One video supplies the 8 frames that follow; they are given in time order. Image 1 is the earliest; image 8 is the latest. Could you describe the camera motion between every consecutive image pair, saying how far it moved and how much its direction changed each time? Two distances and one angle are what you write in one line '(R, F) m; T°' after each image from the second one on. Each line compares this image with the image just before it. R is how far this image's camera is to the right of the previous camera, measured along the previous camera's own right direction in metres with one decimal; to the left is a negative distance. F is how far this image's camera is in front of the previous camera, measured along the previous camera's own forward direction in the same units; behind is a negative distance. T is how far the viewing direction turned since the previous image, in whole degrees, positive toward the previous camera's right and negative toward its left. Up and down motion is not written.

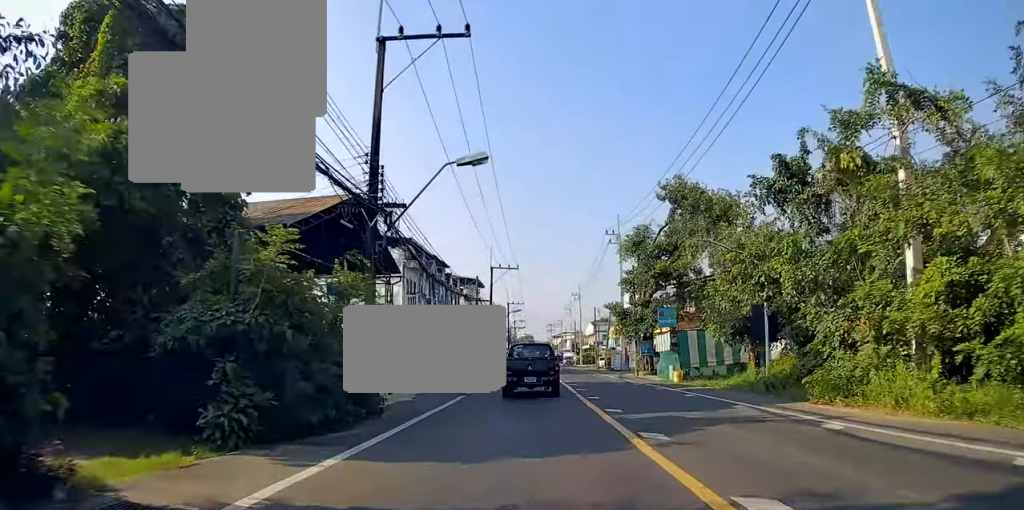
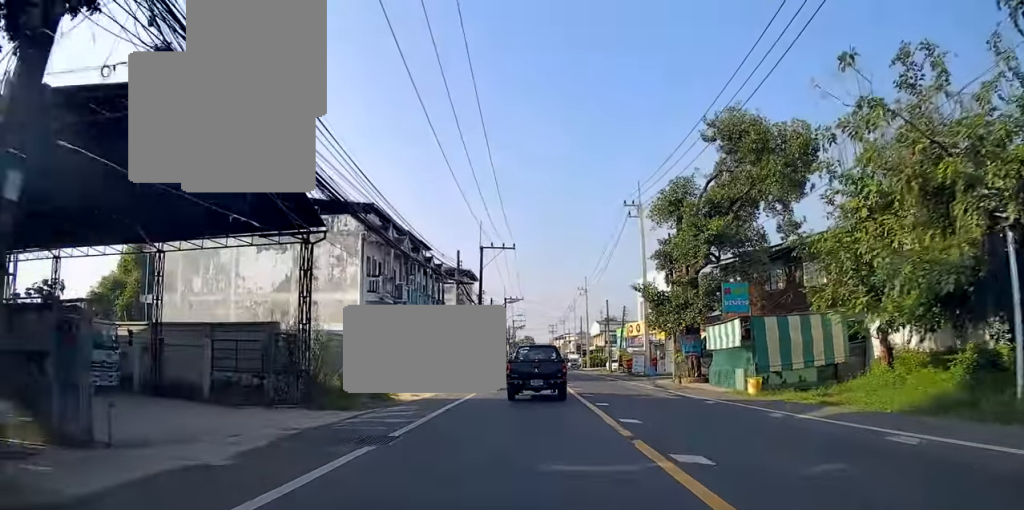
(+0.7, +12.2) m; +5°
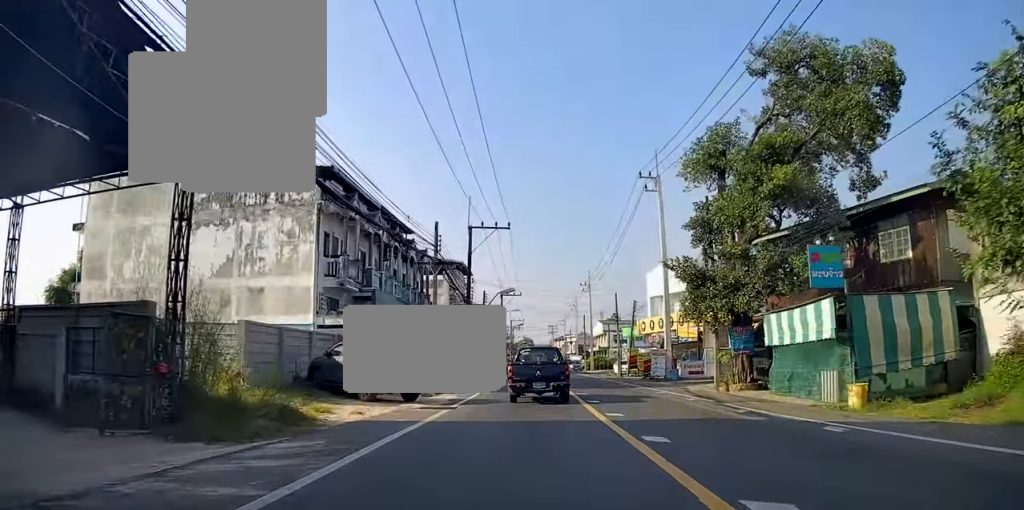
(+0.1, +7.4) m; +1°
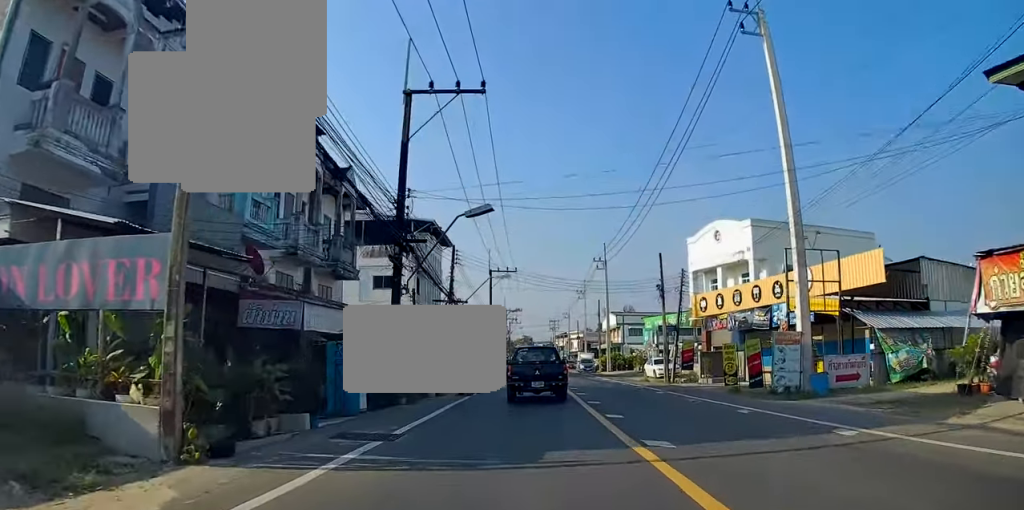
(+0.3, +20.7) m; +2°
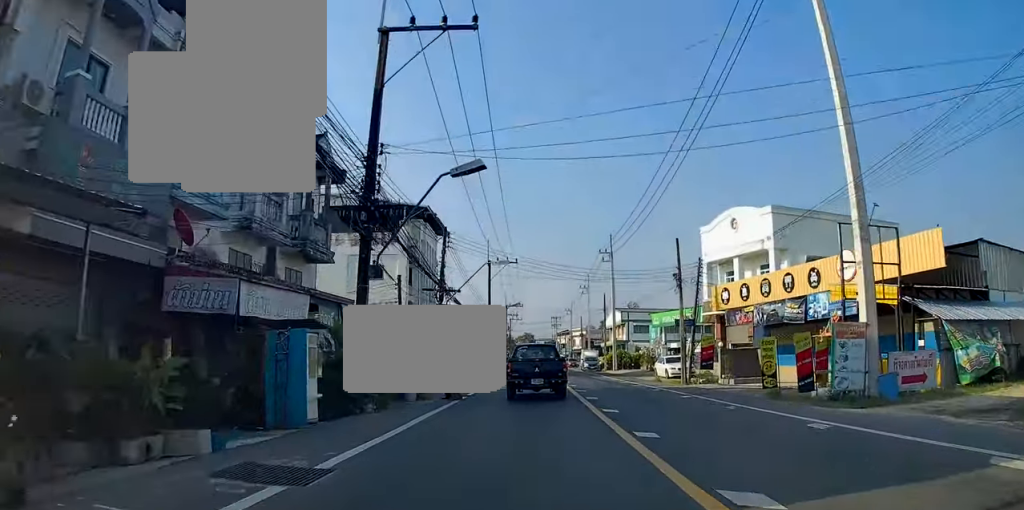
(0.0, +4.1) m; 0°
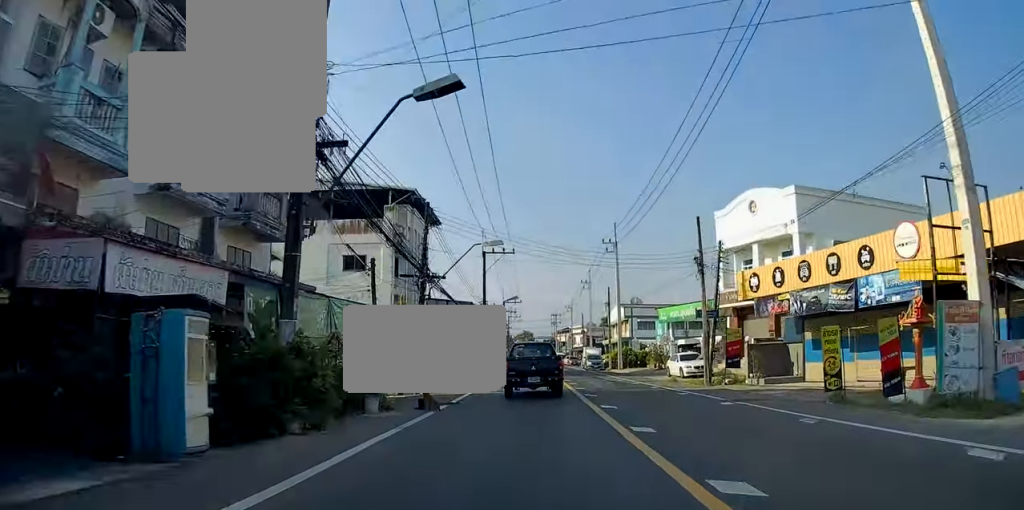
(0.0, +4.2) m; -2°
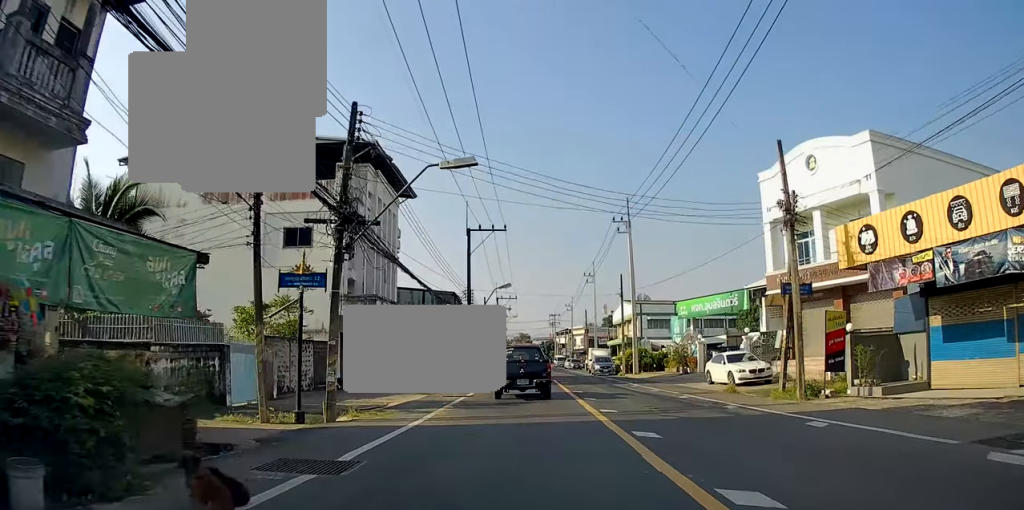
(-0.5, +10.3) m; -2°
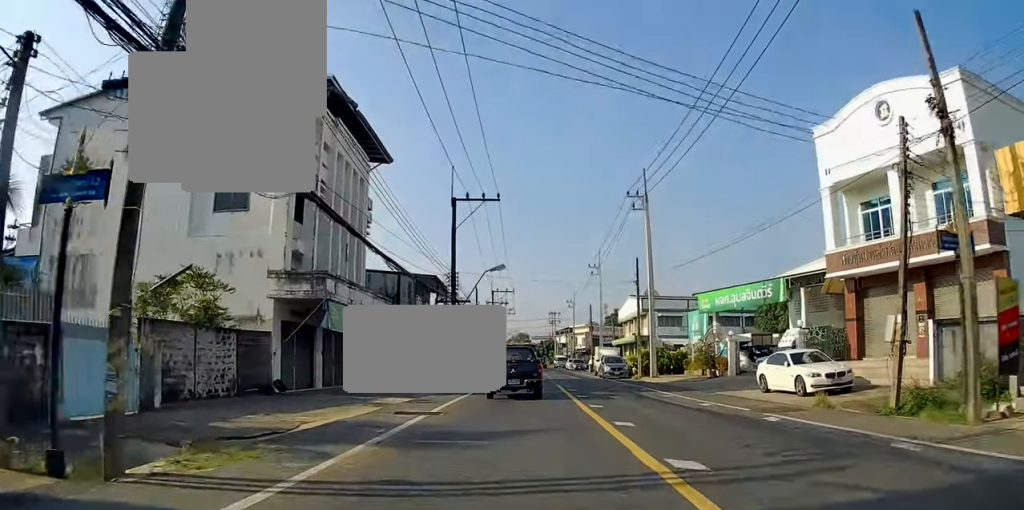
(+0.1, +7.5) m; 0°
